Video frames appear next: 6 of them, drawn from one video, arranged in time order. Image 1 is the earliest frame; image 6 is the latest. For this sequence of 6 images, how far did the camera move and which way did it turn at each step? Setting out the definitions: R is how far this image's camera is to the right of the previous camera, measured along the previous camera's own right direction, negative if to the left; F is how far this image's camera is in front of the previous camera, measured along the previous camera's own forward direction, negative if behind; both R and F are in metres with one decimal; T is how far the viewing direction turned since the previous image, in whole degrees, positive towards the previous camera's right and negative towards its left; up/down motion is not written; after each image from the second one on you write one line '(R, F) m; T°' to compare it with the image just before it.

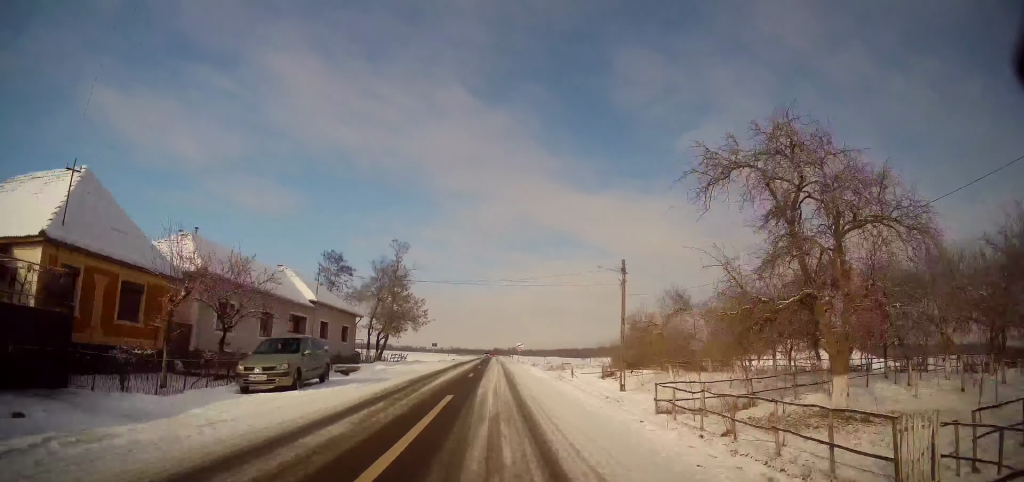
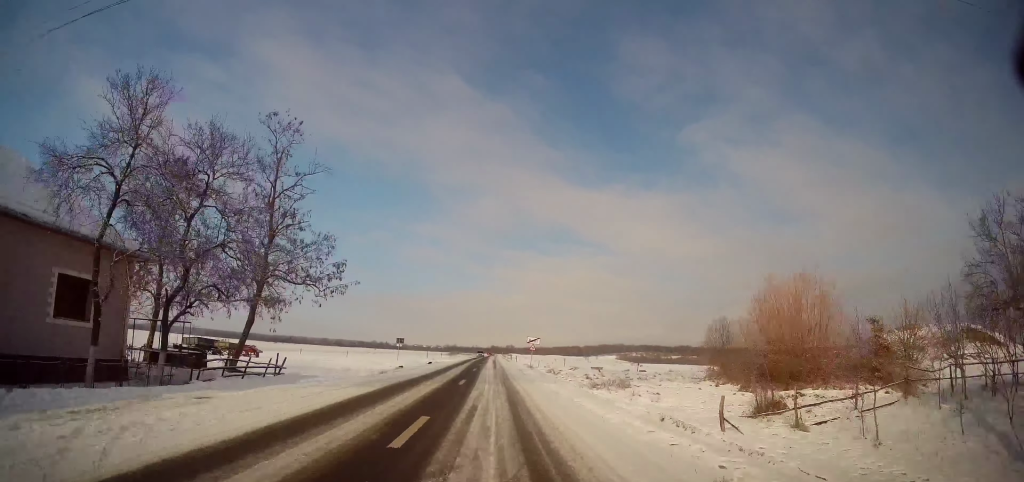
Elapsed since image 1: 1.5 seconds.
(0.0, +28.6) m; 0°
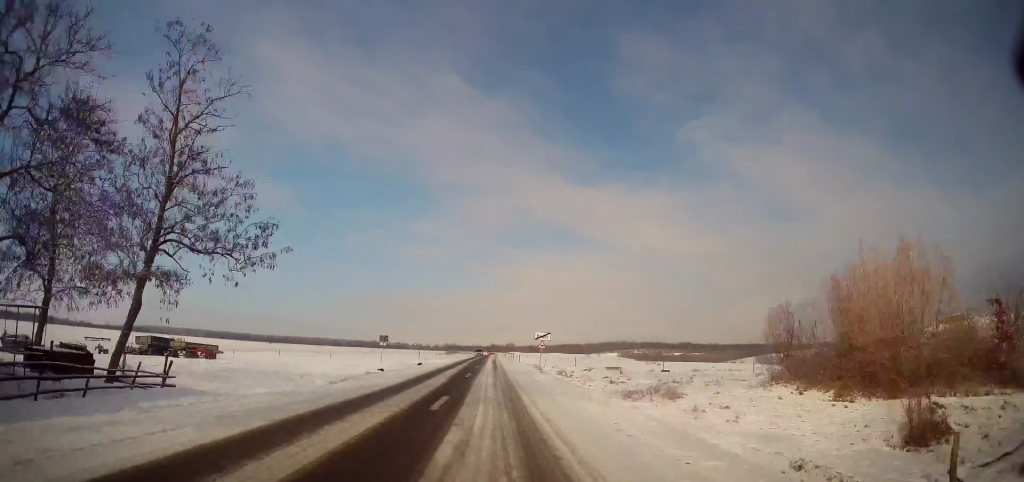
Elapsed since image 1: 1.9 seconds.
(0.0, +7.9) m; 0°
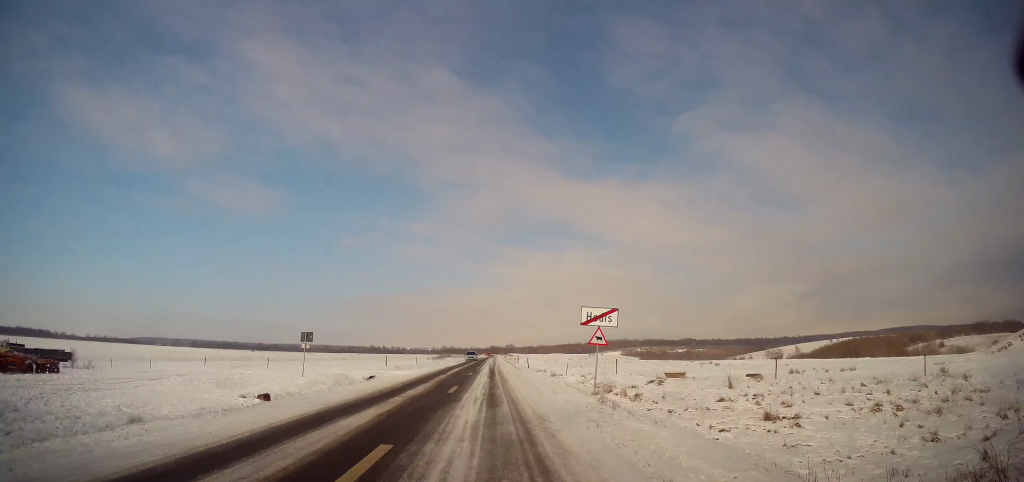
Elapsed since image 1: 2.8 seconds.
(-0.2, +18.6) m; +1°
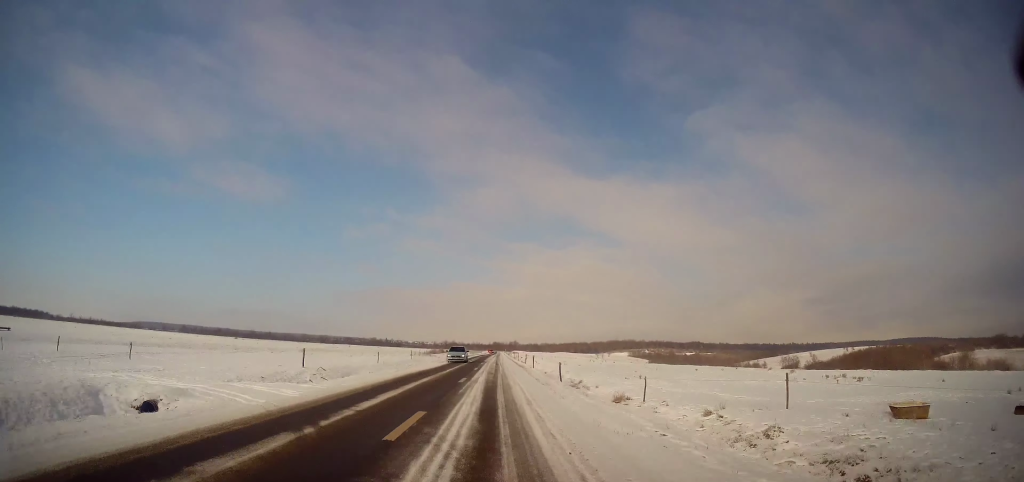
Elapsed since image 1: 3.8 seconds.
(+0.6, +20.8) m; 0°
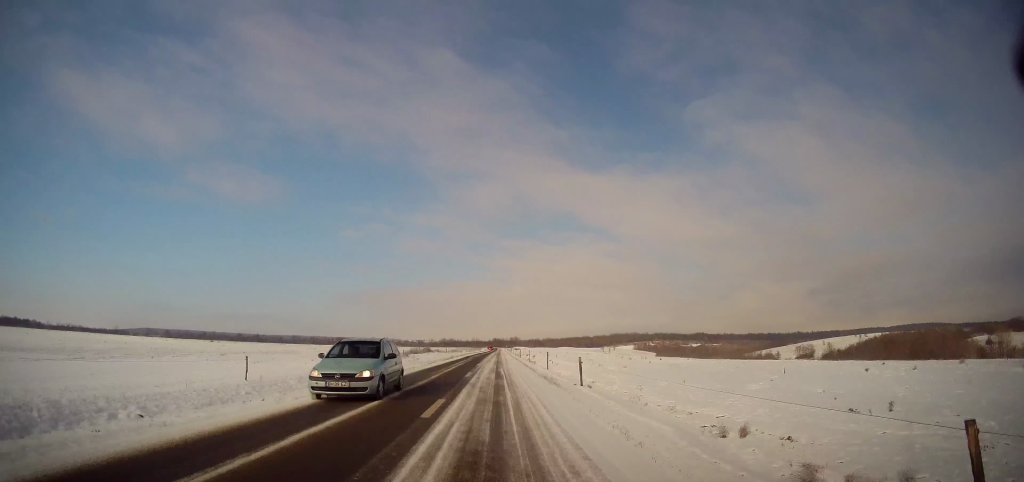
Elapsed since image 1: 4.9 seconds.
(-0.7, +21.6) m; -2°
